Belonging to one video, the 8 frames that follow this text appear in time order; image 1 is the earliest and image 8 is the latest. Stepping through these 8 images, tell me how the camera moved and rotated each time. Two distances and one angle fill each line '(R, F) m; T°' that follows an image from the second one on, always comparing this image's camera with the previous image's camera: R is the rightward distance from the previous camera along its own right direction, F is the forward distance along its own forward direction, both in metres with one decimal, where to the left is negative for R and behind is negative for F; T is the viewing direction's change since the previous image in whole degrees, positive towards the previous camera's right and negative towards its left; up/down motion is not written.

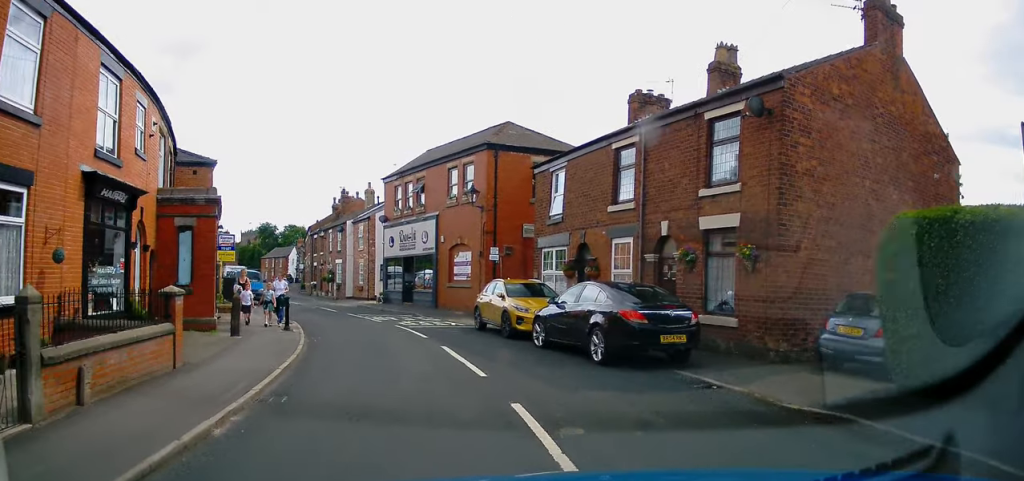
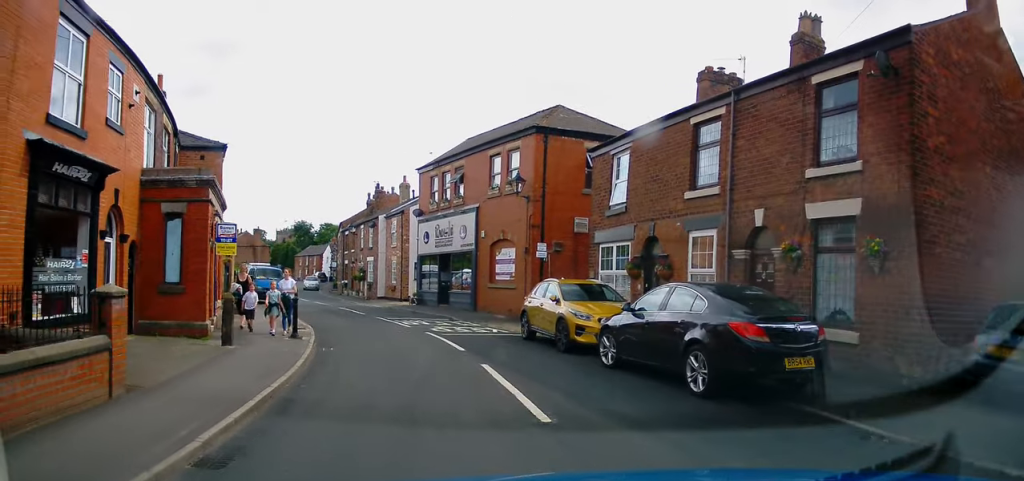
(-0.1, +2.9) m; -2°
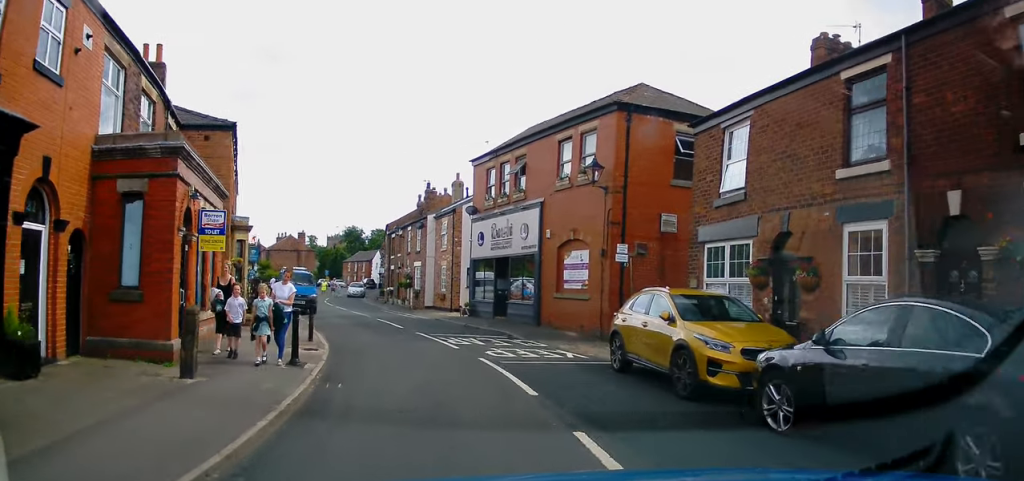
(-0.1, +4.1) m; -4°
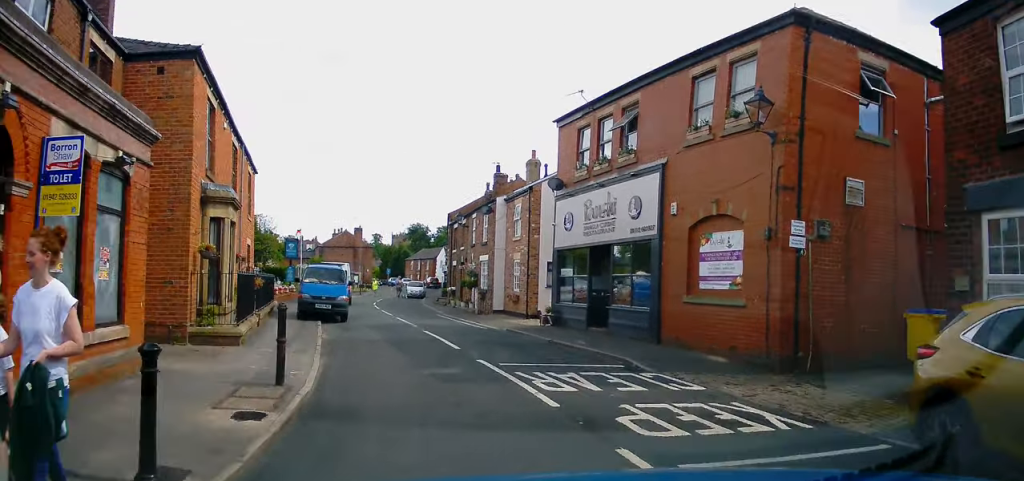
(-0.3, +6.8) m; -6°
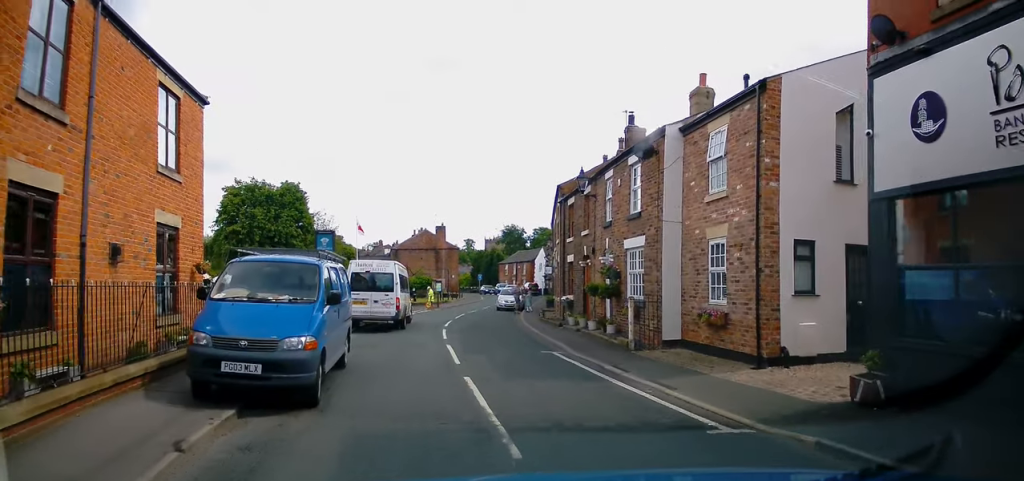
(-1.0, +13.1) m; -9°
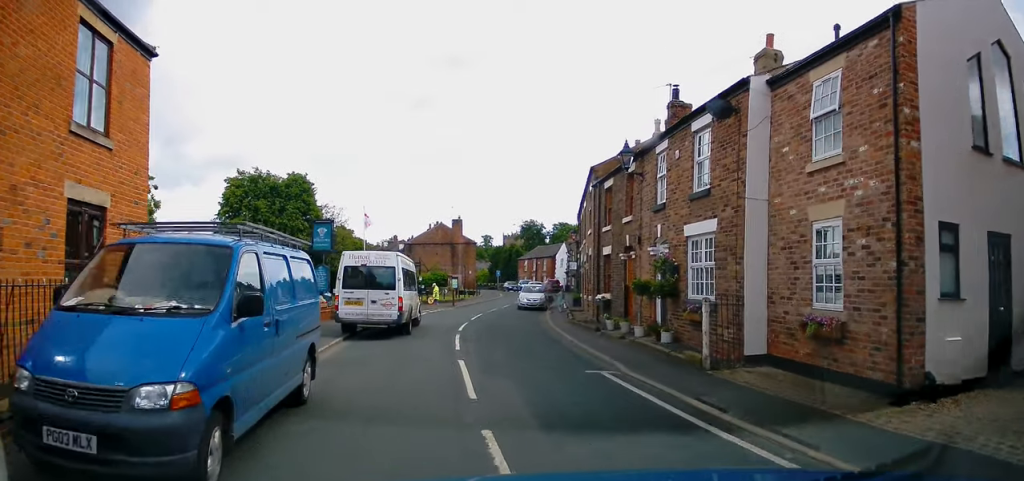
(-0.2, +3.6) m; -2°
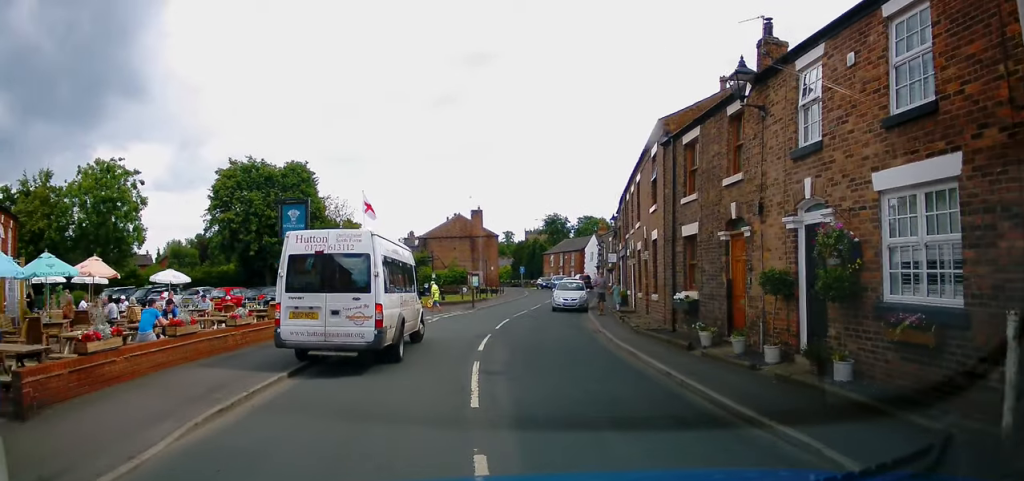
(-0.1, +6.5) m; -1°
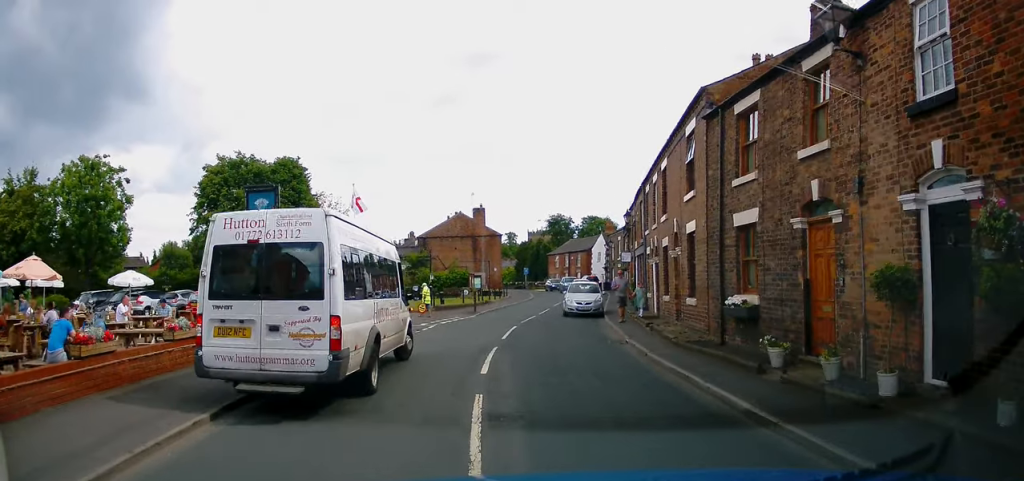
(0.0, +3.1) m; 0°
